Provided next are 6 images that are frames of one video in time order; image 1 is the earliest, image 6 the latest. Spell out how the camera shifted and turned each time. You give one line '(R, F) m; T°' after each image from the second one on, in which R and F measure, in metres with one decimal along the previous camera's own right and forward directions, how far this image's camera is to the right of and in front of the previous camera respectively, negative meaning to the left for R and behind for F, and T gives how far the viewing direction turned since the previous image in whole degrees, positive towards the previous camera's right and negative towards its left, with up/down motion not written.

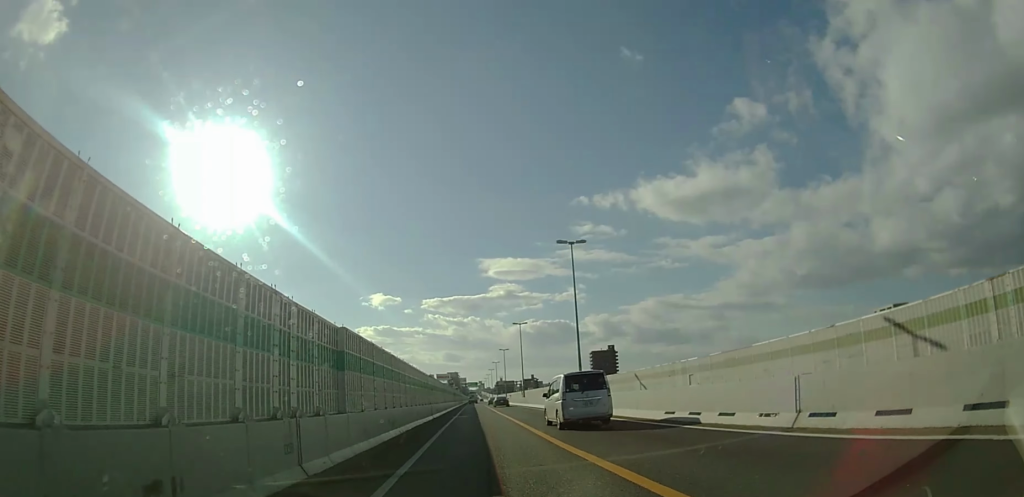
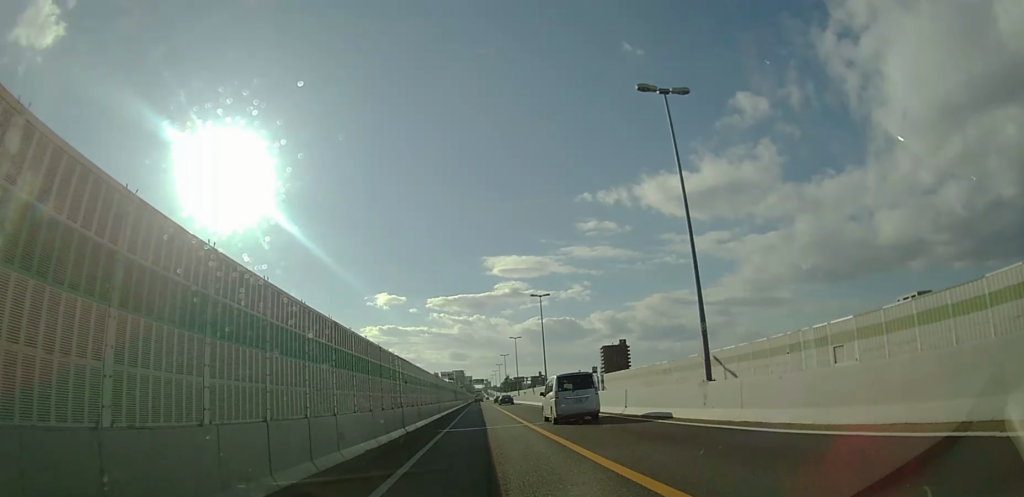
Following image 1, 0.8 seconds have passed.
(0.0, +17.1) m; 0°
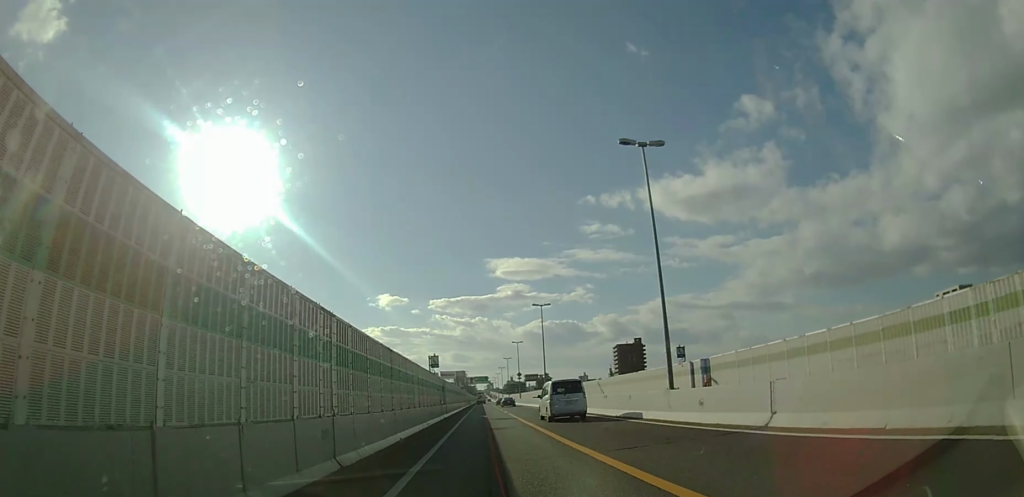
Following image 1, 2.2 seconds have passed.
(+0.4, +31.5) m; 0°
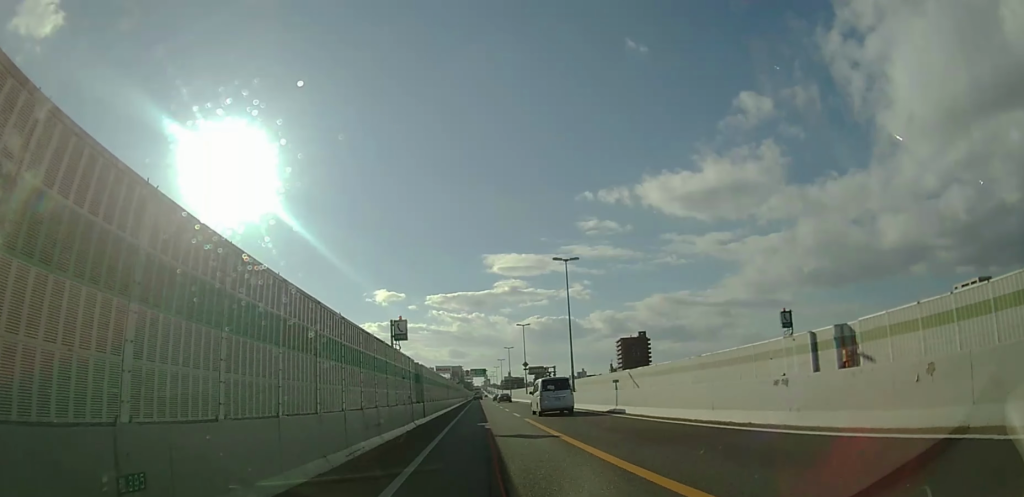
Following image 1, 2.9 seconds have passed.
(-0.2, +16.6) m; 0°
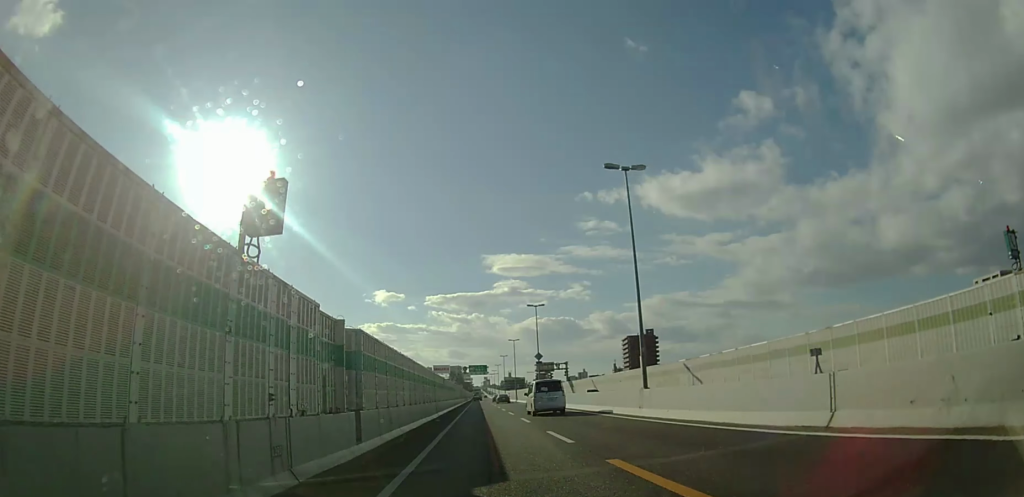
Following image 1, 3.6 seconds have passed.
(0.0, +15.9) m; 0°
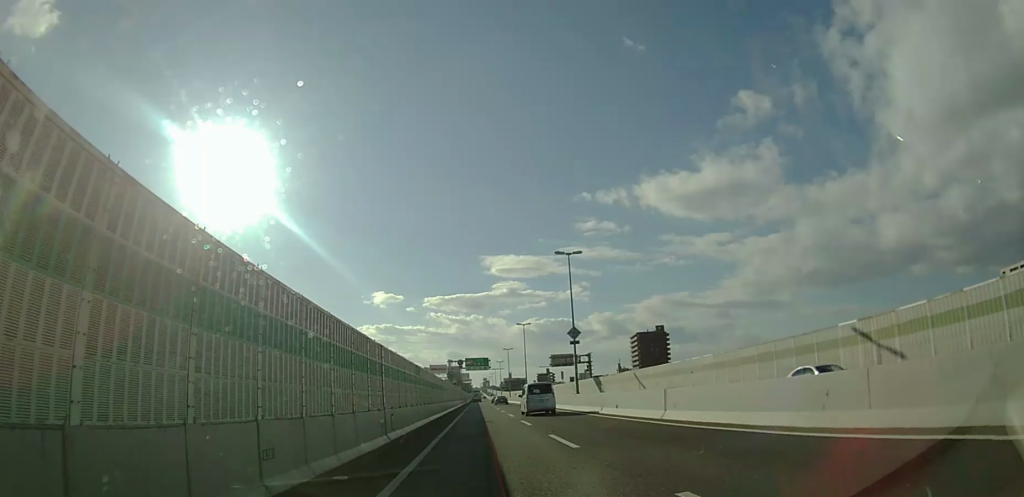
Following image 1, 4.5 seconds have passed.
(+0.1, +20.6) m; 0°
